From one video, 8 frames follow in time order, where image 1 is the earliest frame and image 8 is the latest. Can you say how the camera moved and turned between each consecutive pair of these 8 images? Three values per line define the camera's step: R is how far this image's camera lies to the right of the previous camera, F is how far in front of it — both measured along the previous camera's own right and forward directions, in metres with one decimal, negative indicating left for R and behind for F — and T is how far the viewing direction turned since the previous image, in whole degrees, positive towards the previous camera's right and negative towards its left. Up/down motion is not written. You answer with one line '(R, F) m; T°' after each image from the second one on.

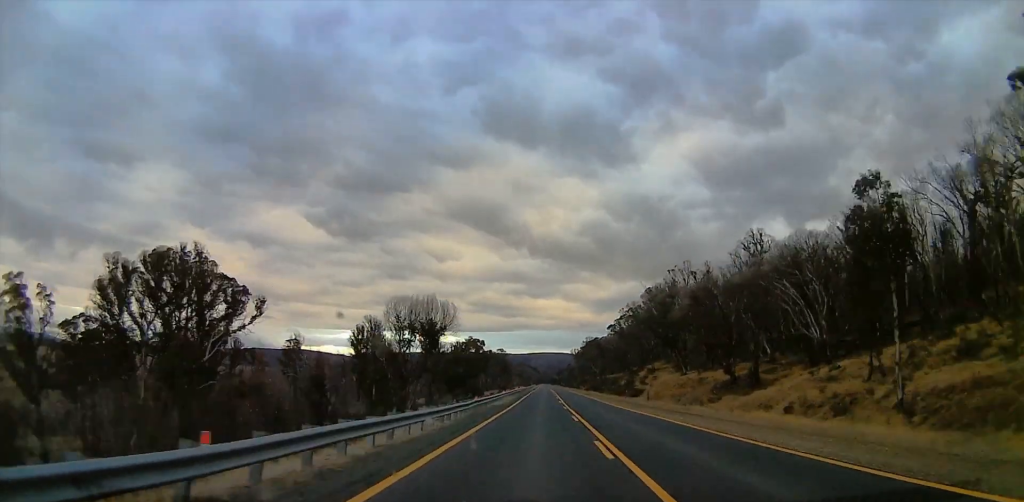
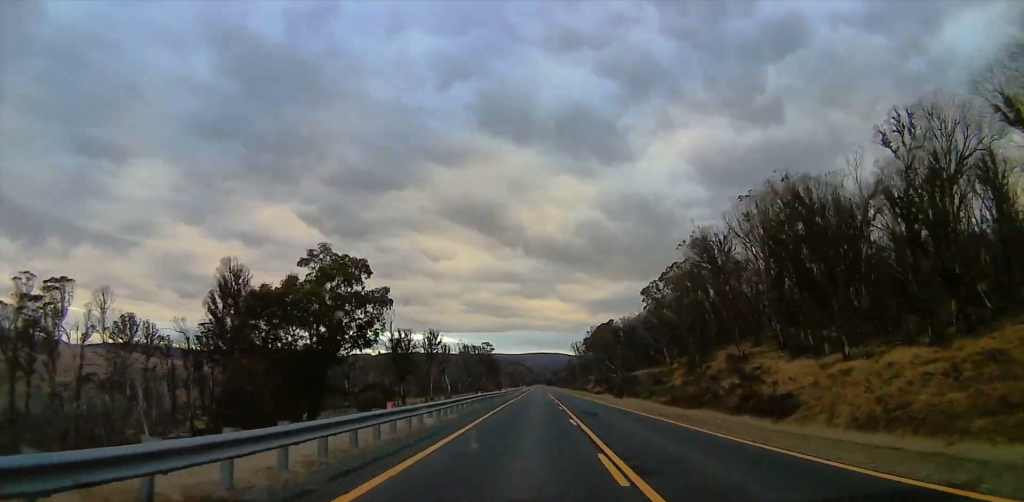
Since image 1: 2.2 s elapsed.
(+1.2, +63.2) m; +2°
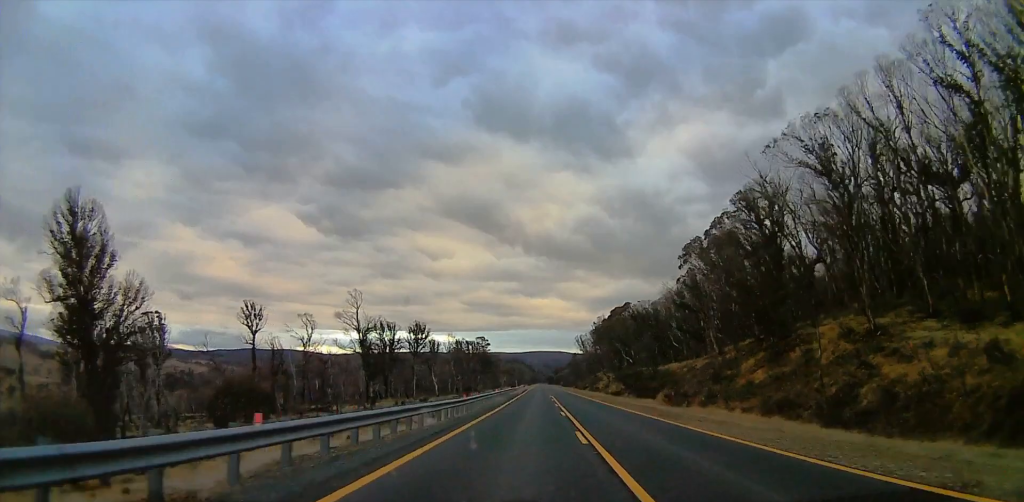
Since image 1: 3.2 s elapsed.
(-0.4, +30.7) m; 0°
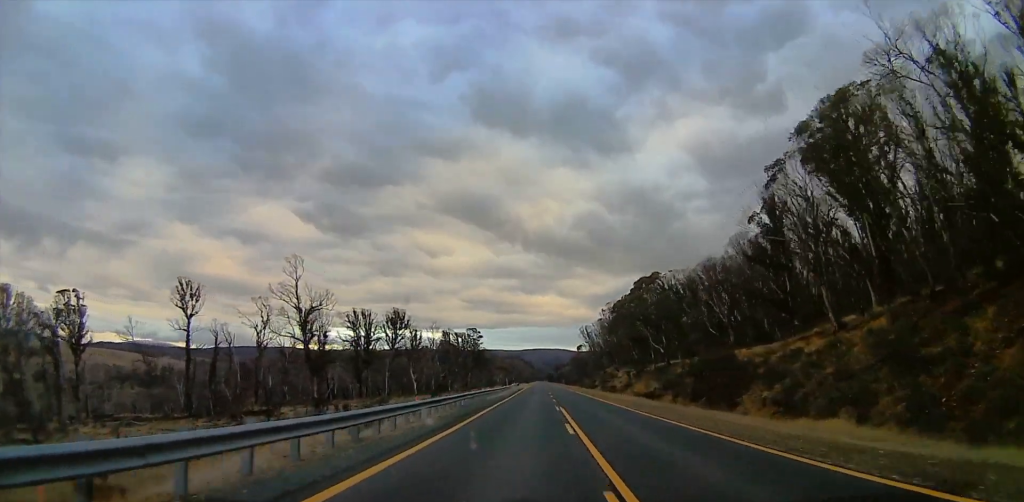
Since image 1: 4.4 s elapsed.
(+0.4, +34.6) m; 0°
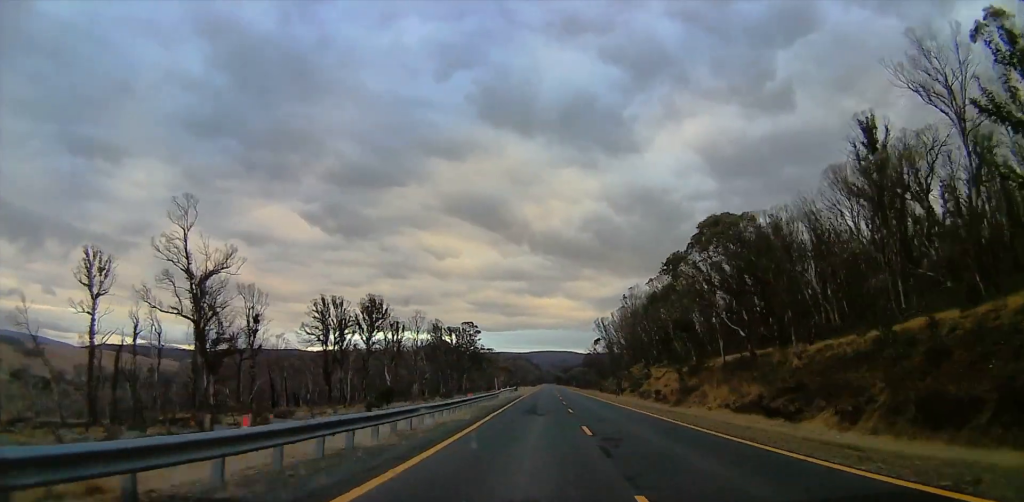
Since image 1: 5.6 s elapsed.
(-0.8, +35.9) m; -2°
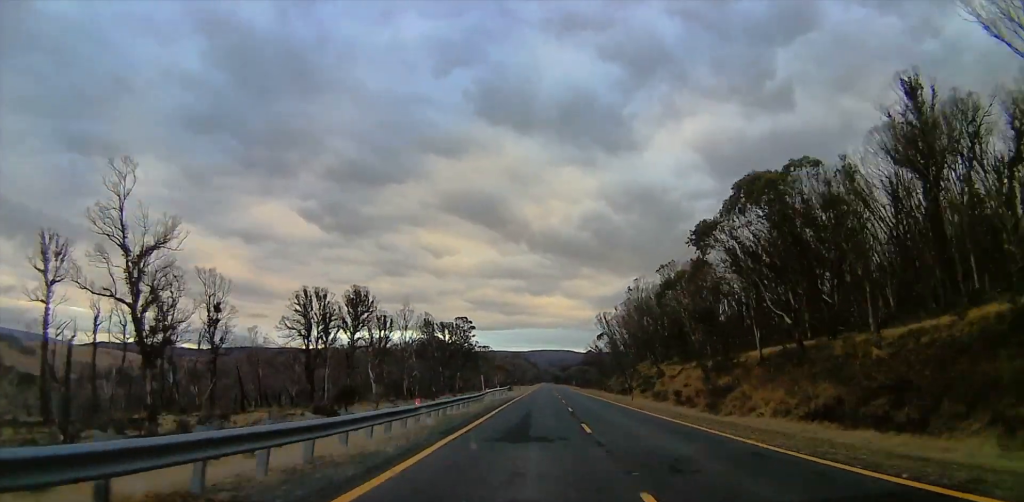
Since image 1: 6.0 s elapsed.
(0.0, +12.0) m; +1°
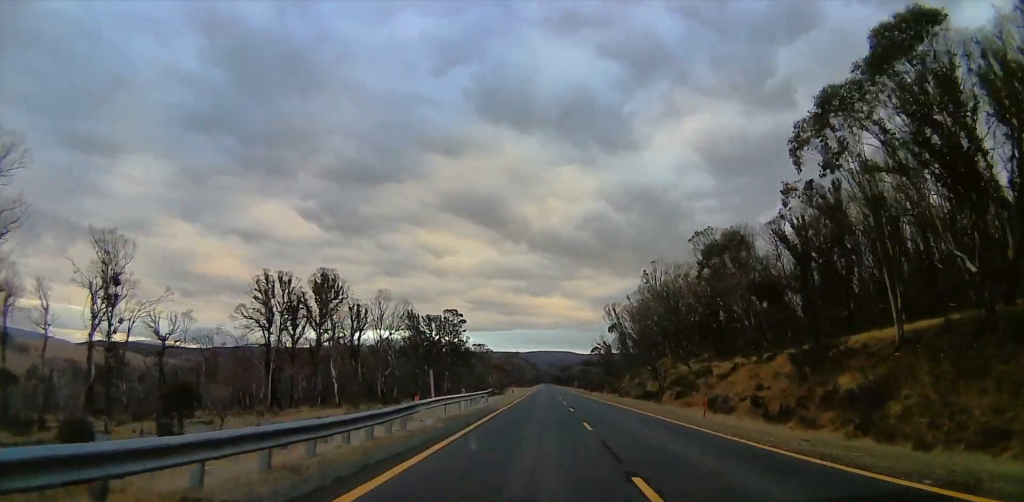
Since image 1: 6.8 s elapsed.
(-0.1, +22.8) m; +1°
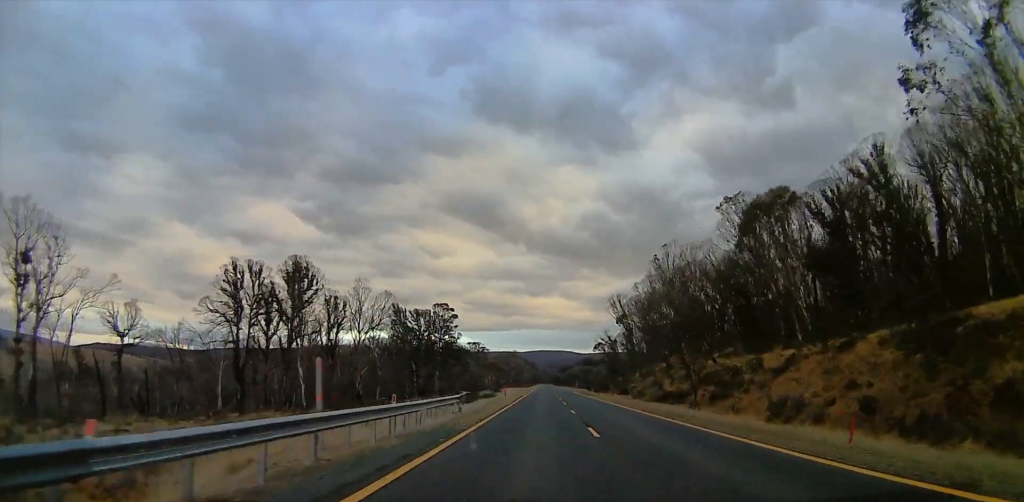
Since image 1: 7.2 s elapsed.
(+0.6, +14.4) m; 0°
